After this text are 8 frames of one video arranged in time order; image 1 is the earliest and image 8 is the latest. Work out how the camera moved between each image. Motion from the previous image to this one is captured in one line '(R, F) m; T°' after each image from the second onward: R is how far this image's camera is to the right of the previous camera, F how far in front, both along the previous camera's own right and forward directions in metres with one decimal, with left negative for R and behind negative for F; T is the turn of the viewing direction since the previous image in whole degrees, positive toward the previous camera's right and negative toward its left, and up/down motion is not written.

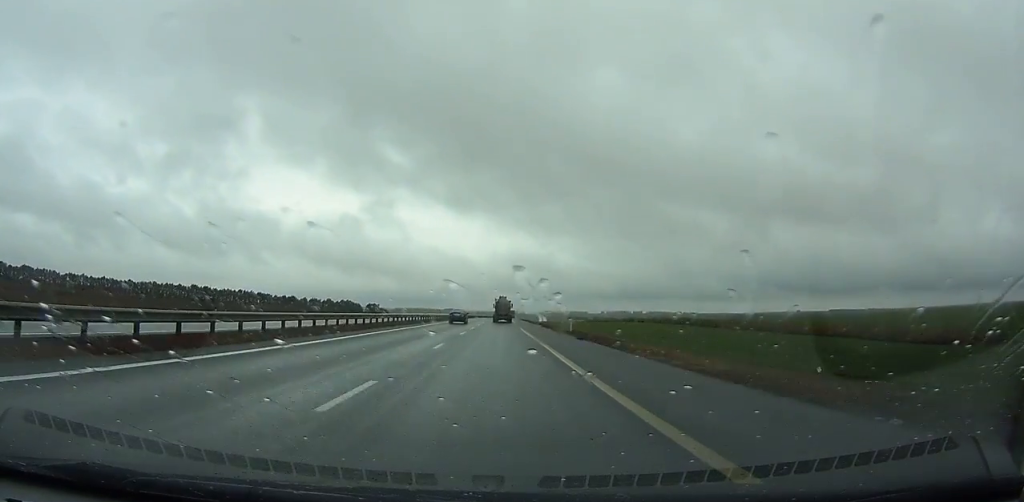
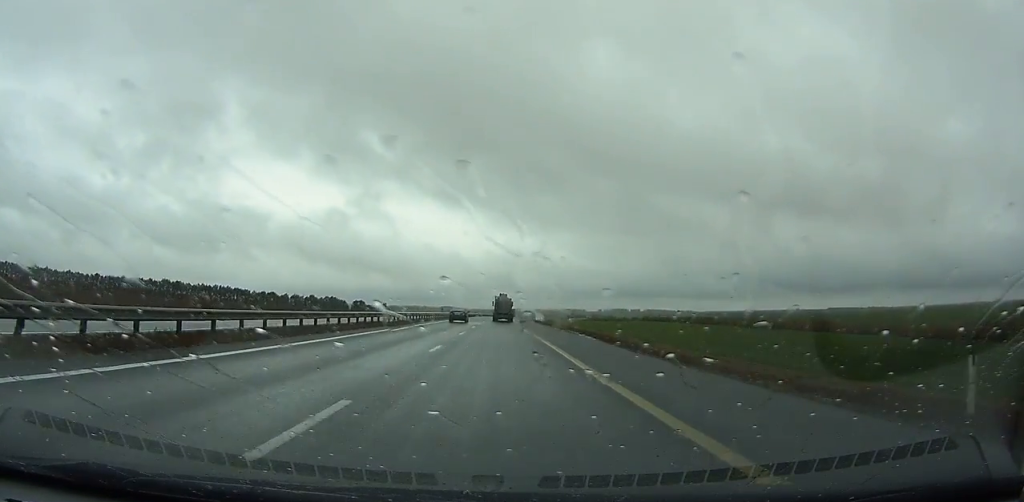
(-0.3, +37.0) m; 0°
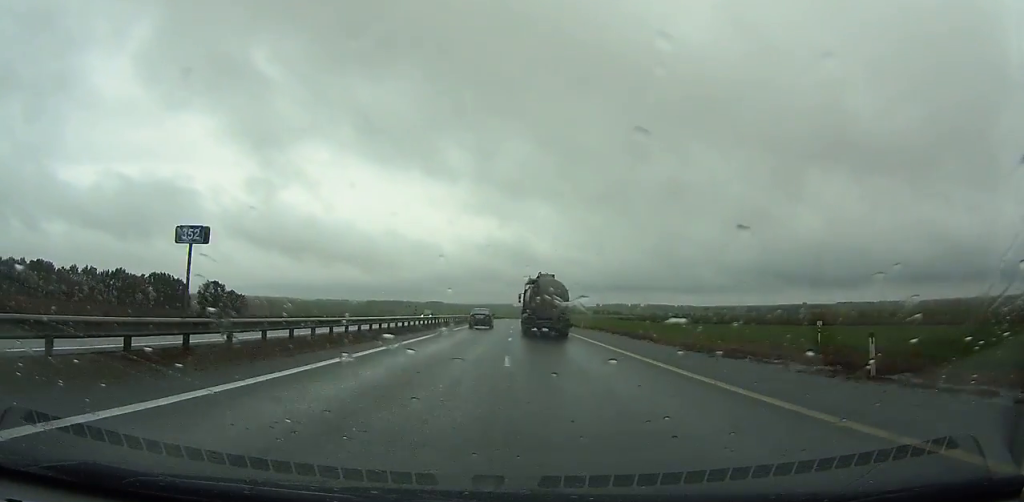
(+5.2, +241.4) m; +2°
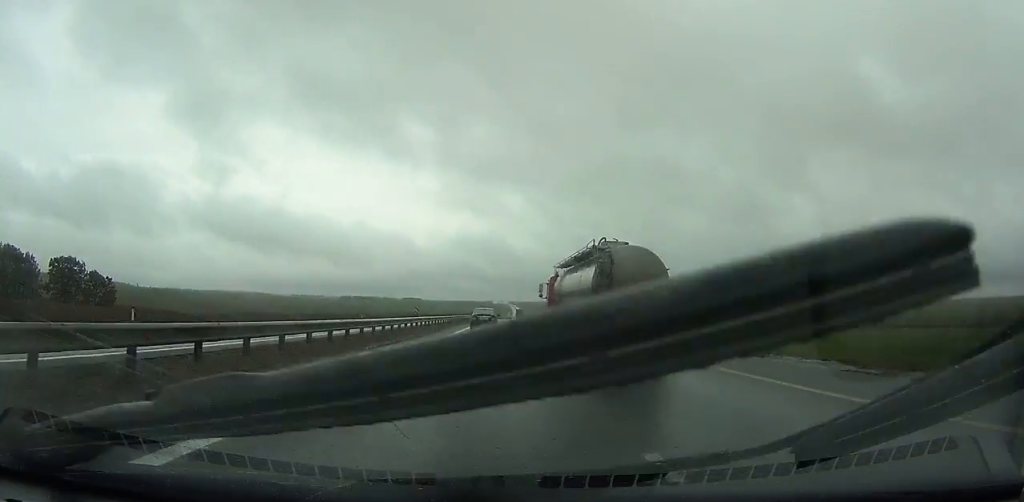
(+0.1, +82.9) m; +1°
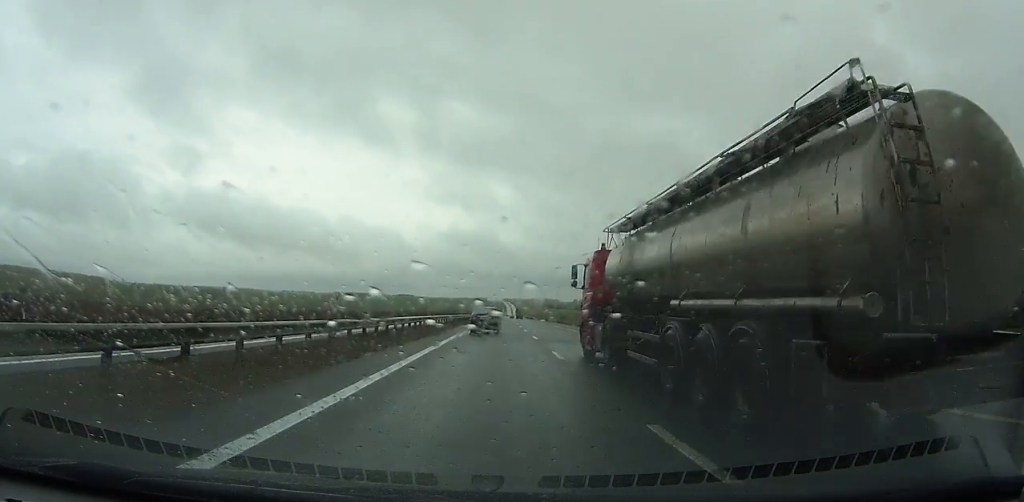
(+1.0, +57.2) m; +1°
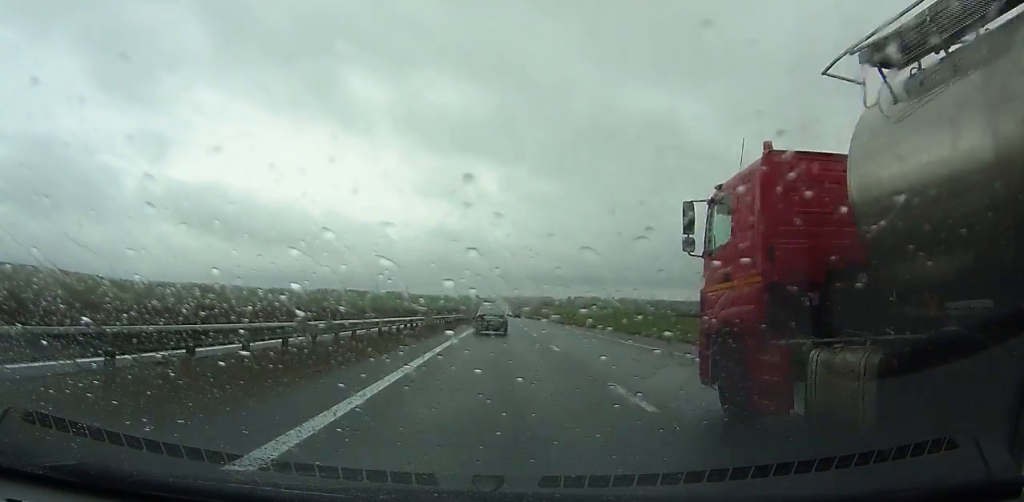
(+0.5, +57.2) m; +1°
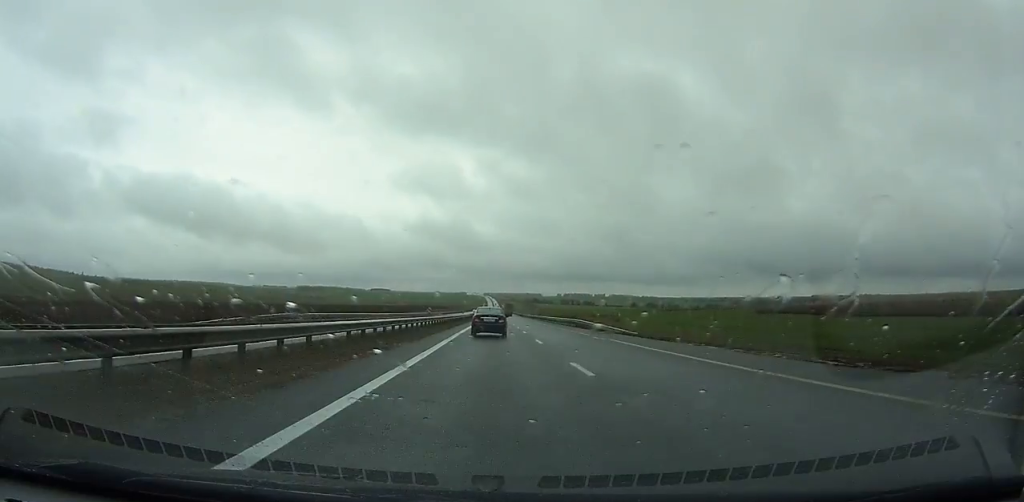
(+0.1, +80.0) m; +1°
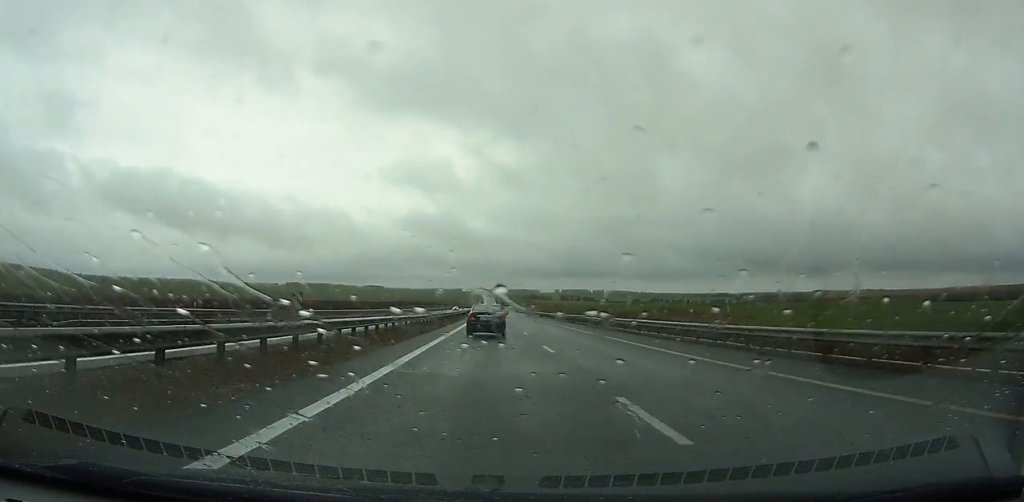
(+0.6, +65.2) m; +1°
